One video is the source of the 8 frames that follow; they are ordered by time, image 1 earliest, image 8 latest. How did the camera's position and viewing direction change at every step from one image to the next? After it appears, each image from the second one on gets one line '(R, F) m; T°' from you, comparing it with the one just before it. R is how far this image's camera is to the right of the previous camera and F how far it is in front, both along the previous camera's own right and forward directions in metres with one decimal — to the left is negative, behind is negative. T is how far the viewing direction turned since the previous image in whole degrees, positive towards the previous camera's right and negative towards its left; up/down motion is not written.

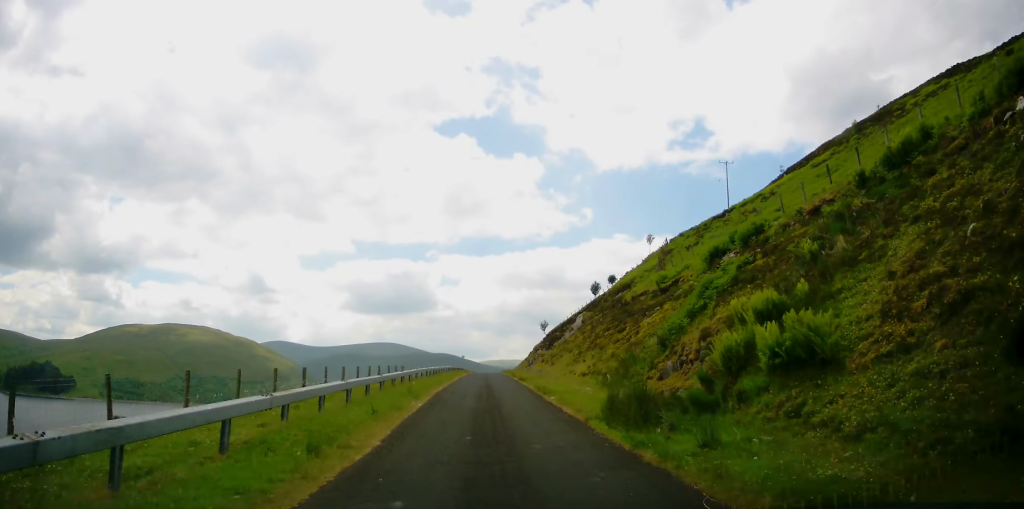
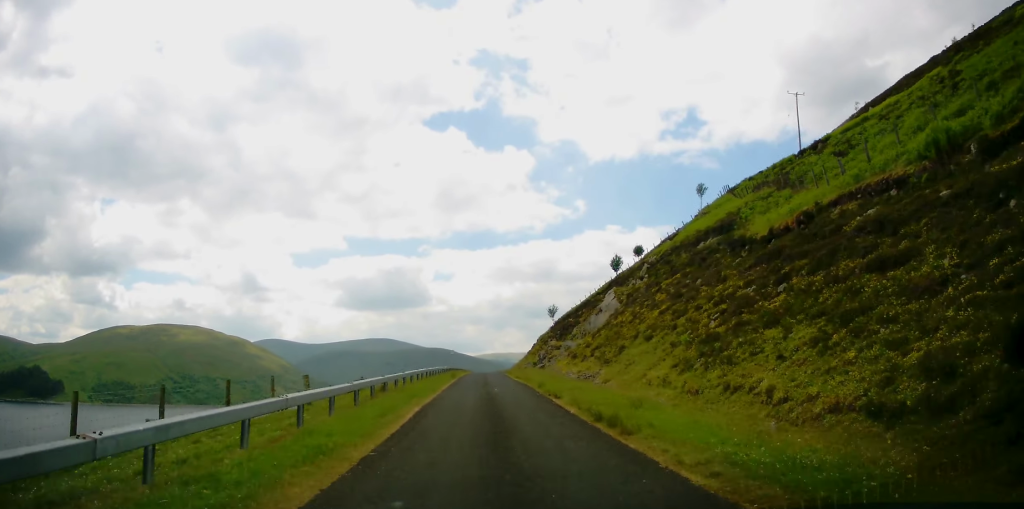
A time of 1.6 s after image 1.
(0.0, +22.9) m; 0°
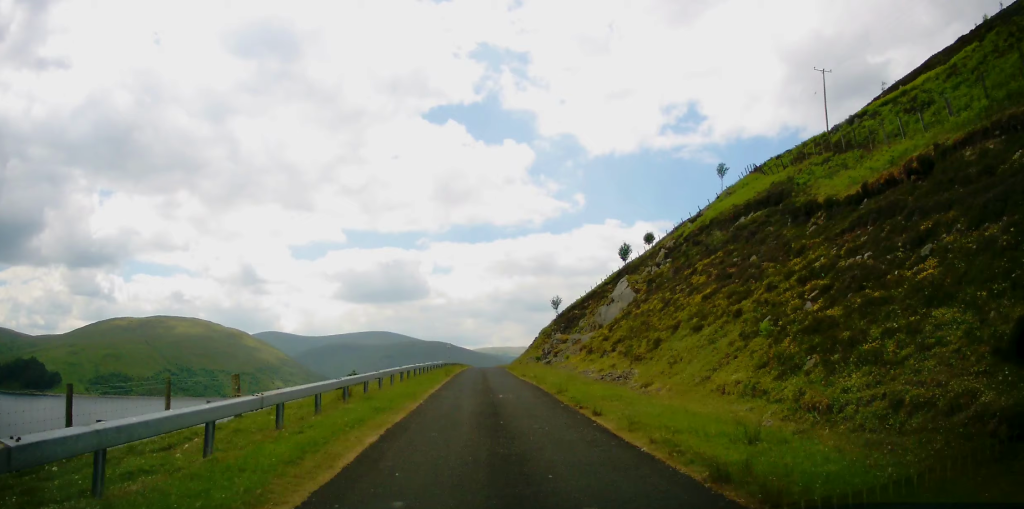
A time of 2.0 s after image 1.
(0.0, +5.8) m; +1°
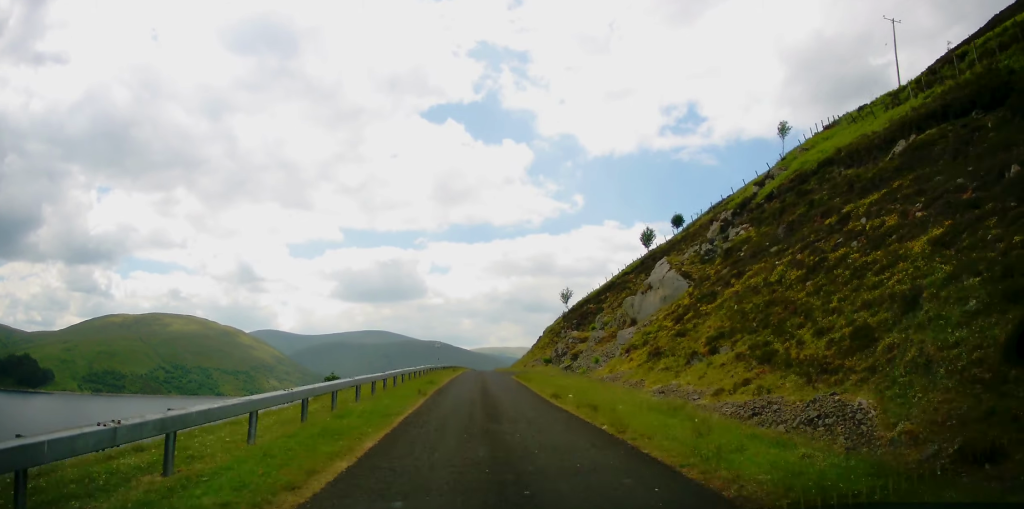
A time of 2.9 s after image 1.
(+0.1, +13.0) m; +1°
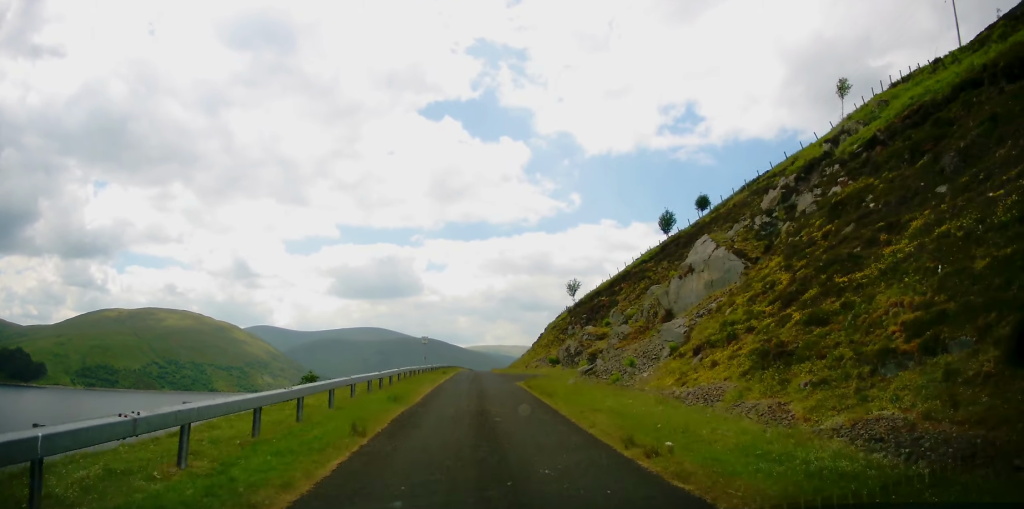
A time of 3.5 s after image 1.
(+0.3, +9.1) m; 0°
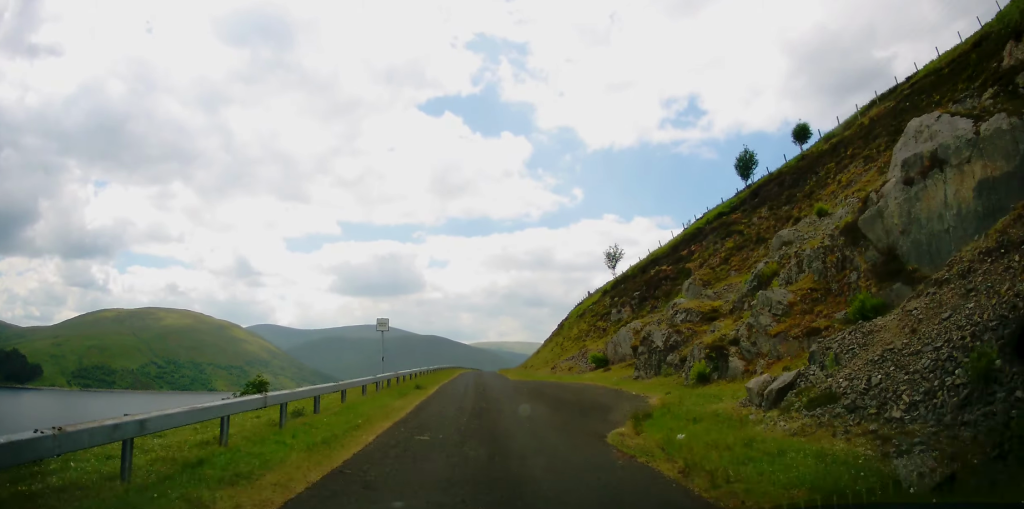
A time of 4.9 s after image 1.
(-0.4, +19.8) m; -1°
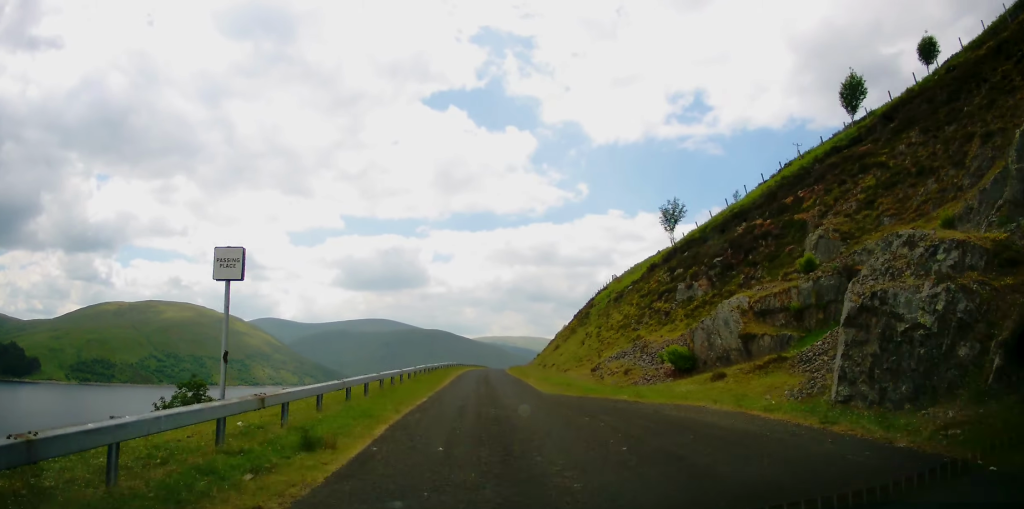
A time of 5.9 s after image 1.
(+0.2, +14.6) m; +1°
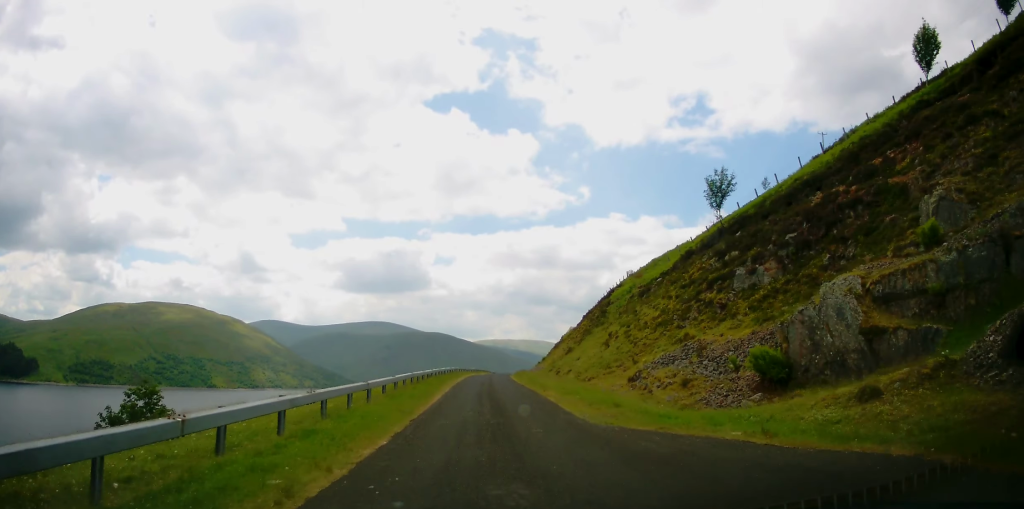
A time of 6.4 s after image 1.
(+0.1, +7.3) m; 0°
